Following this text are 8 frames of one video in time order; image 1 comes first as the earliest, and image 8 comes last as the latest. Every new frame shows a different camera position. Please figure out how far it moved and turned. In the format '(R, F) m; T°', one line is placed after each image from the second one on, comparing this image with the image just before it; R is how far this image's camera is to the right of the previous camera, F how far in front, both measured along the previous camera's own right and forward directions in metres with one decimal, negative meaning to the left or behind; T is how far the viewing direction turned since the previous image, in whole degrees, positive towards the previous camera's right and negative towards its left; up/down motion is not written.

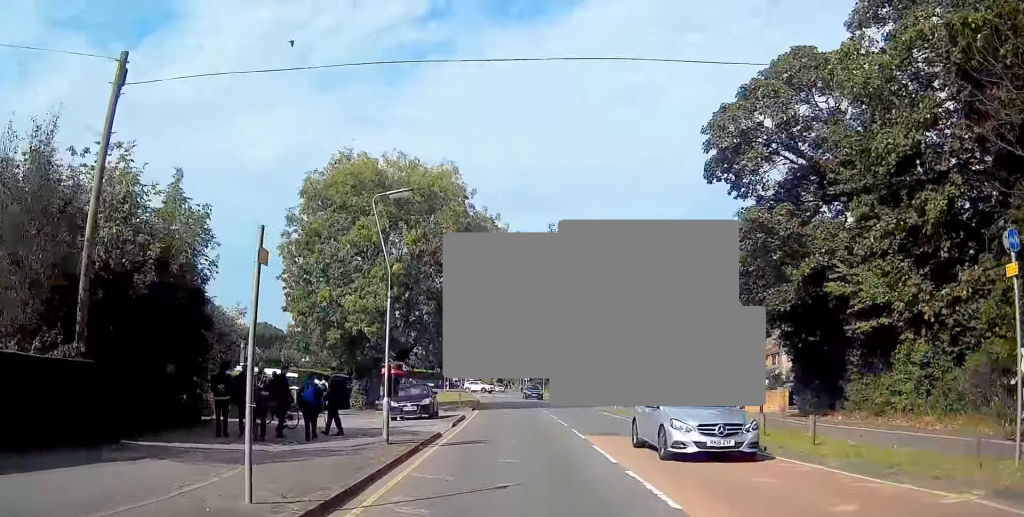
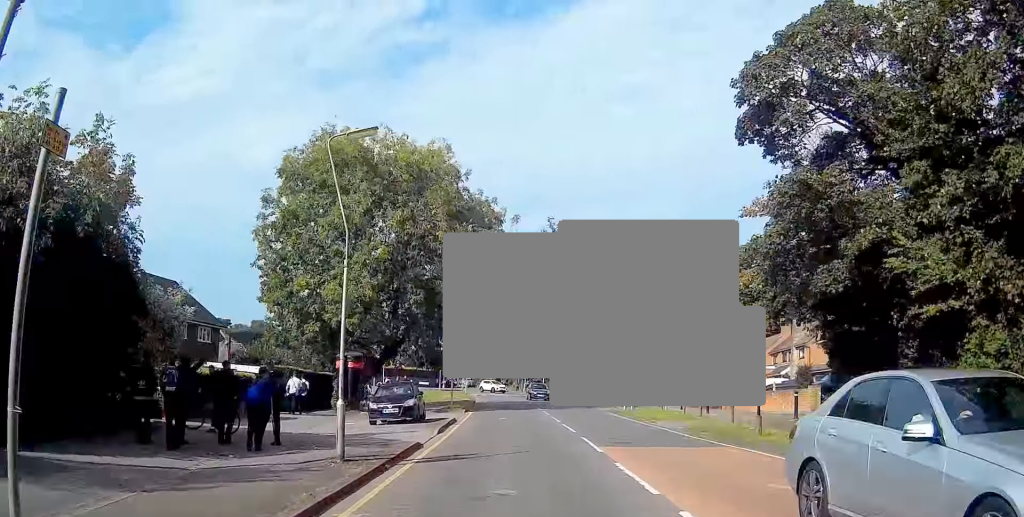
(+0.3, +3.7) m; +4°
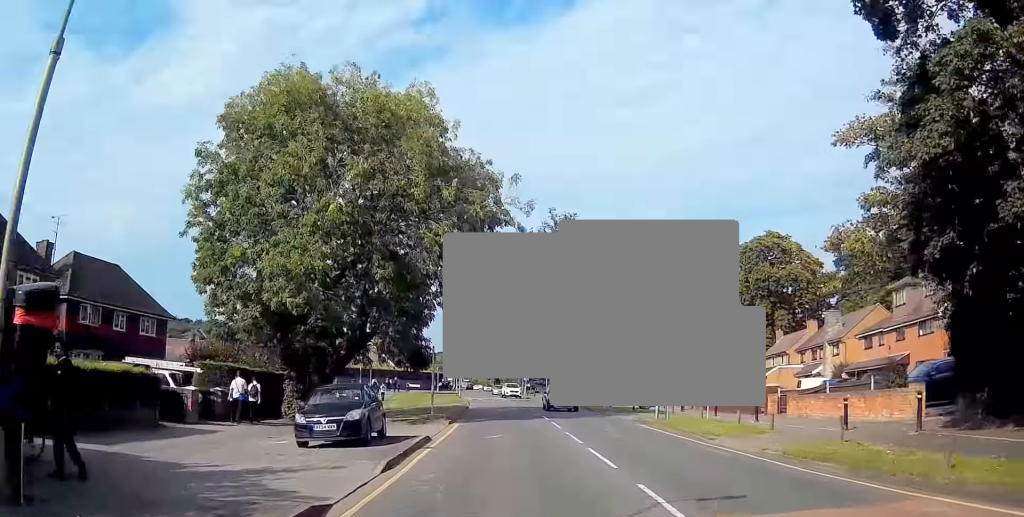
(0.0, +8.2) m; +1°
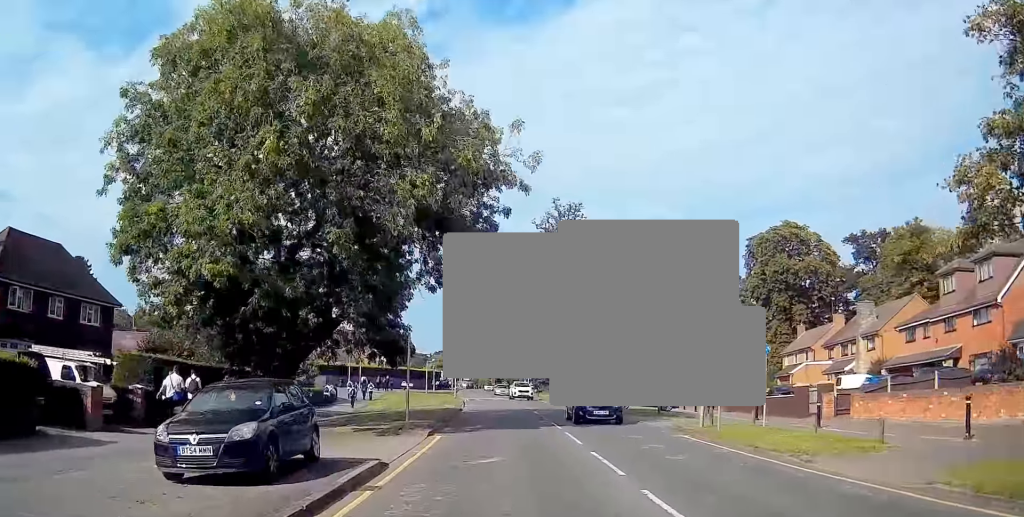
(+0.1, +6.6) m; -1°
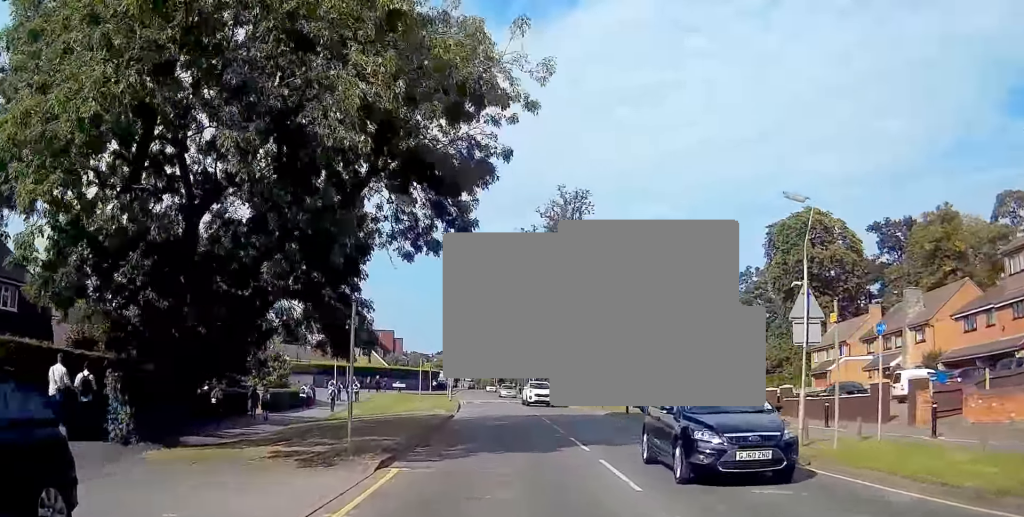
(-0.2, +7.8) m; -2°
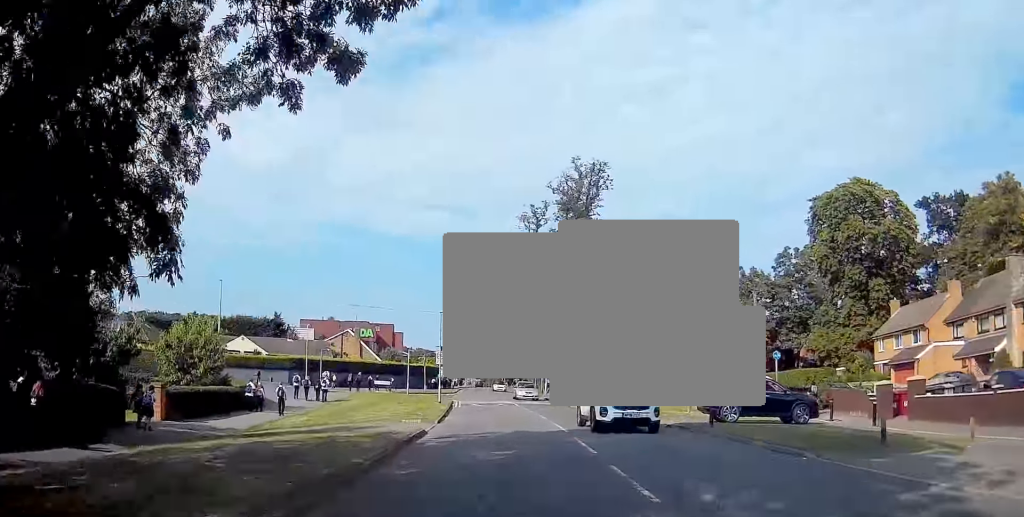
(-0.1, +13.3) m; 0°
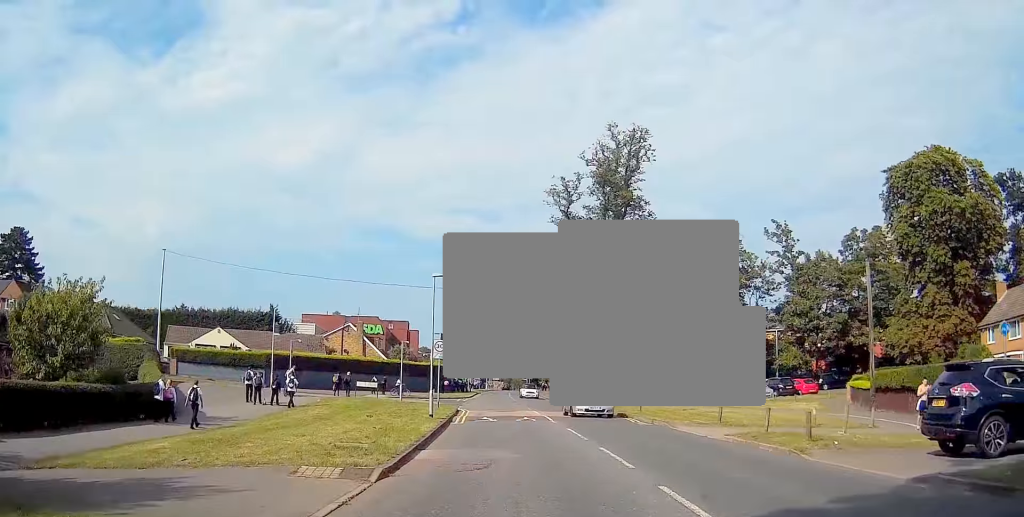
(+0.3, +15.0) m; +2°
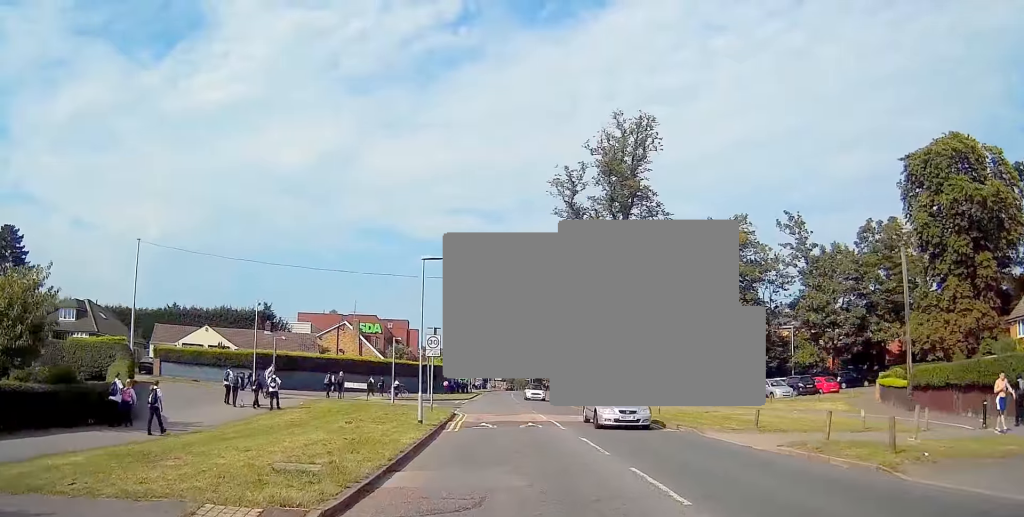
(0.0, +4.0) m; 0°
